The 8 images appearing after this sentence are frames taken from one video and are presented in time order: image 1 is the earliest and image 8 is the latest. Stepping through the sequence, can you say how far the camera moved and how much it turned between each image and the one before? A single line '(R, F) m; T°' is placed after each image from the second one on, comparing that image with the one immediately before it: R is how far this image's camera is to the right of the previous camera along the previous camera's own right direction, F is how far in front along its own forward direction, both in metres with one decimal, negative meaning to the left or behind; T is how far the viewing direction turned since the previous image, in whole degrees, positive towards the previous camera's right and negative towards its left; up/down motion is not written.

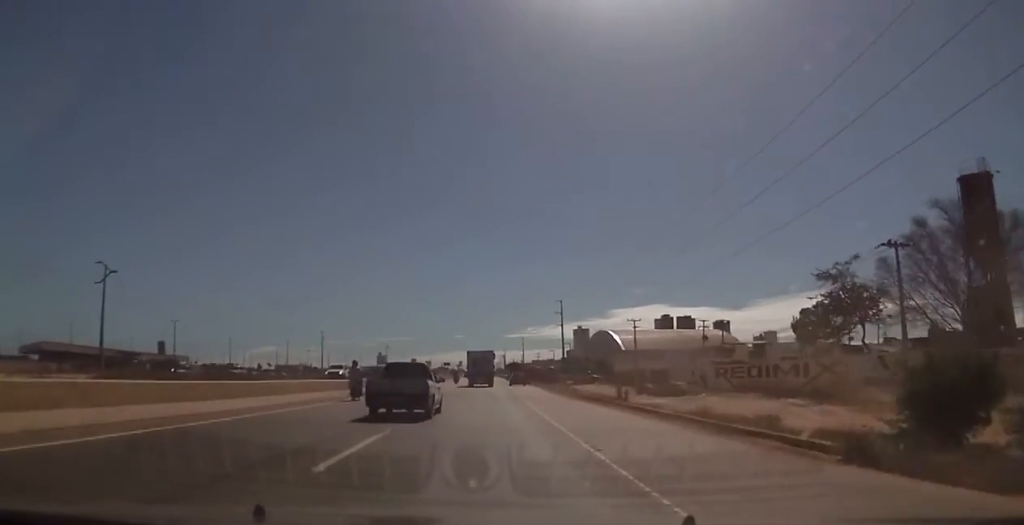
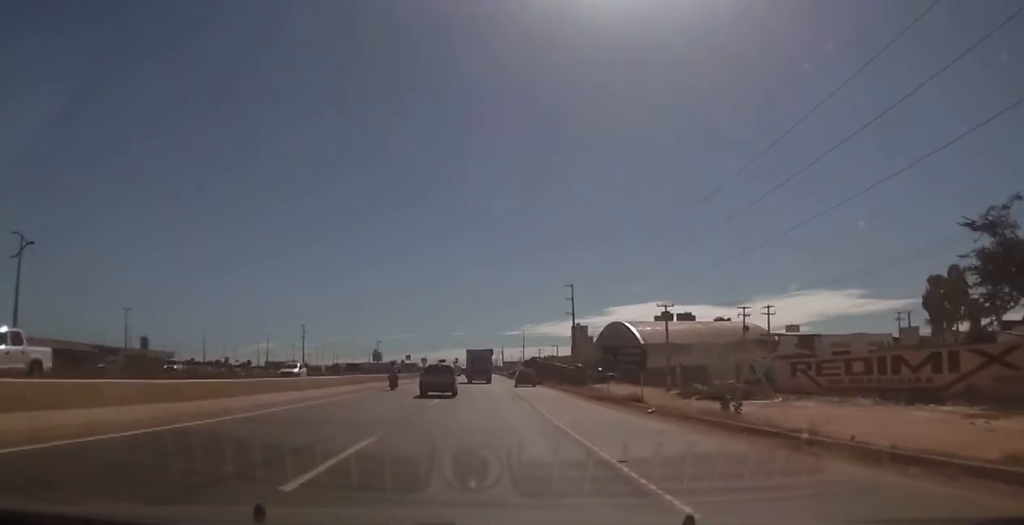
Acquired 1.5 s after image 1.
(+0.4, +18.3) m; 0°
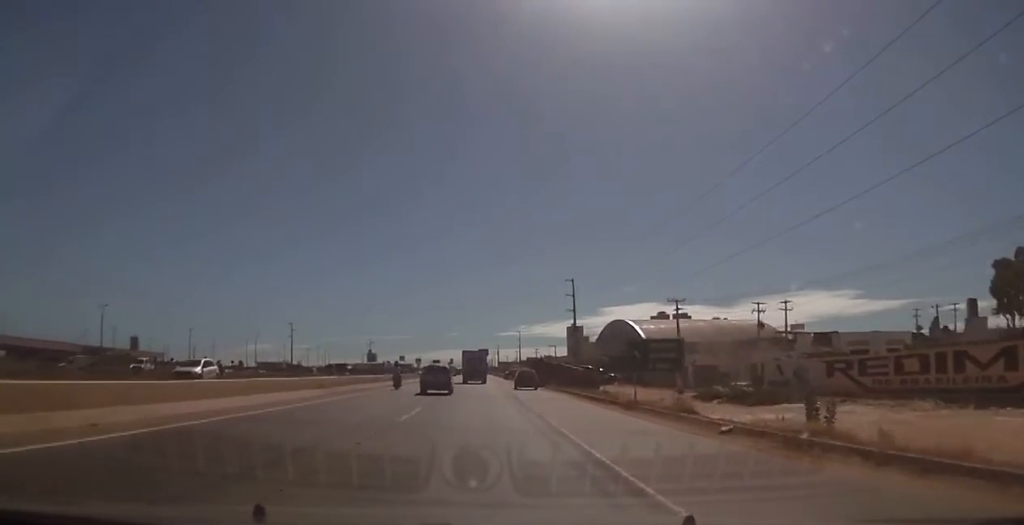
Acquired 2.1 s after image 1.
(-0.1, +6.7) m; -1°
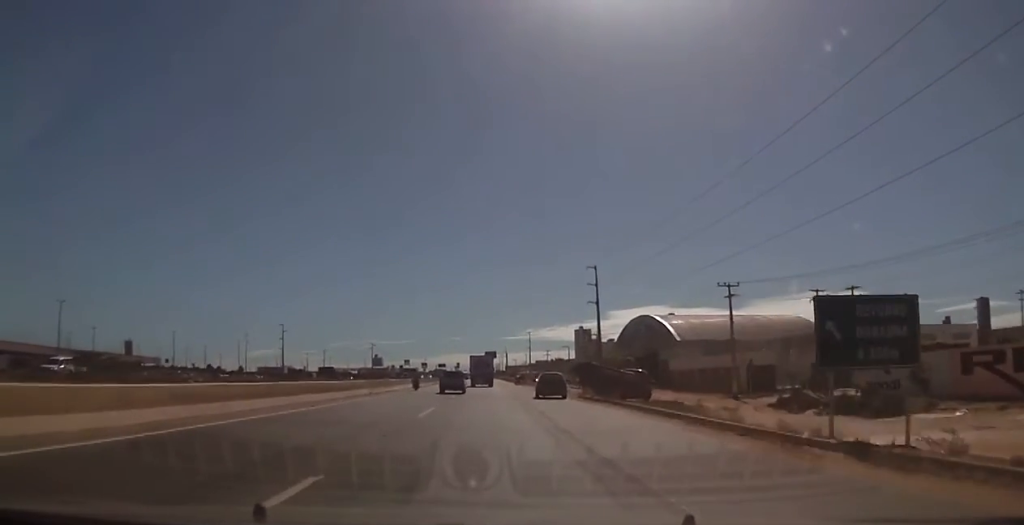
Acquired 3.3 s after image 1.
(-0.3, +14.2) m; 0°
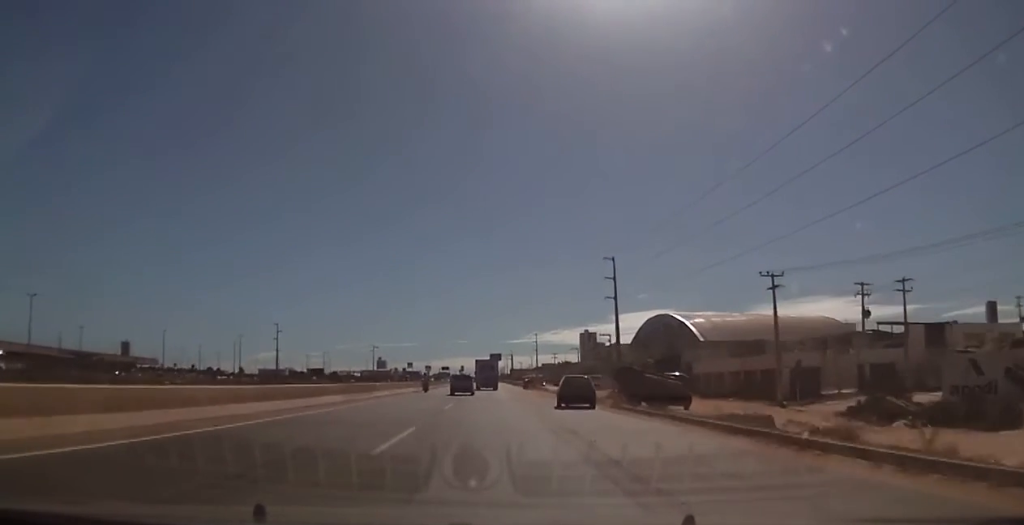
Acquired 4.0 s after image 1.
(0.0, +8.2) m; +1°
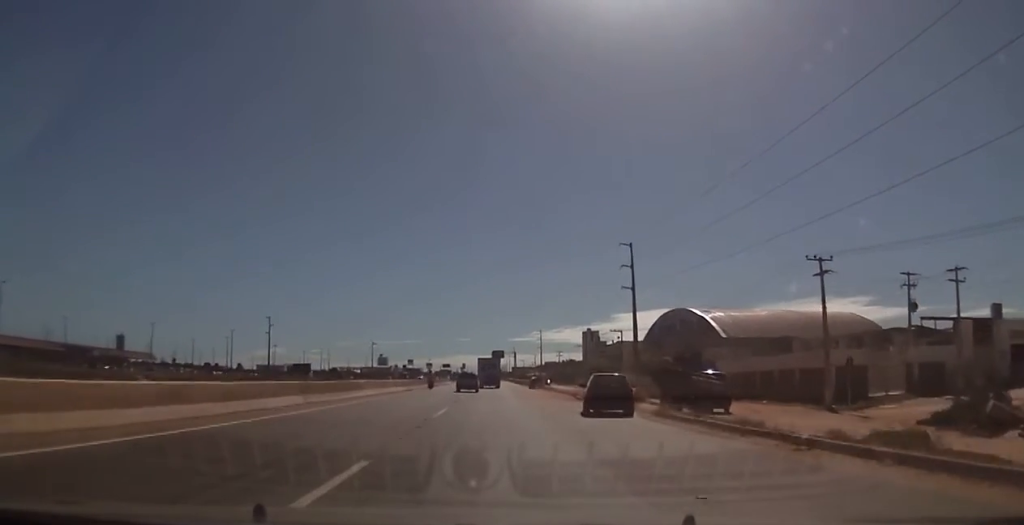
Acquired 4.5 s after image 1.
(+0.2, +7.4) m; 0°
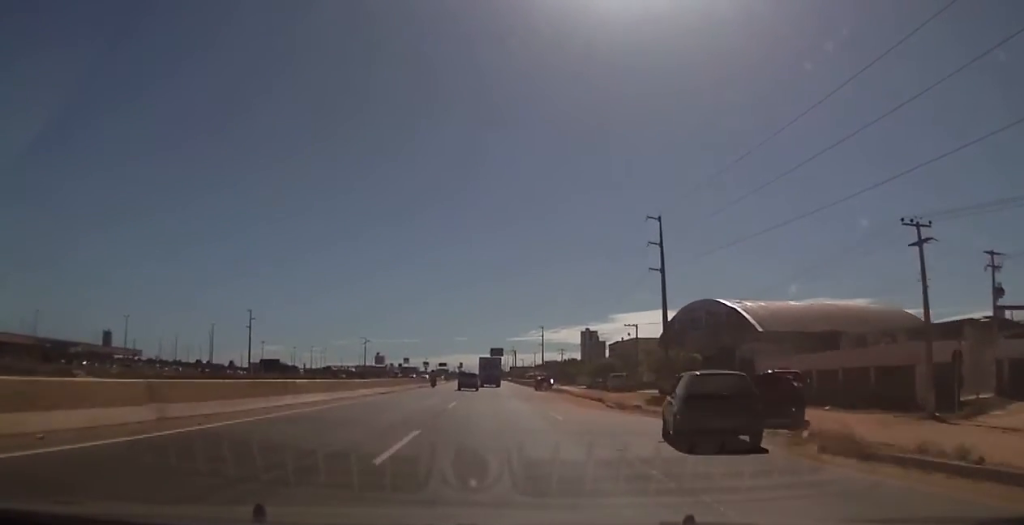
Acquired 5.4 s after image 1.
(-0.1, +11.4) m; -1°
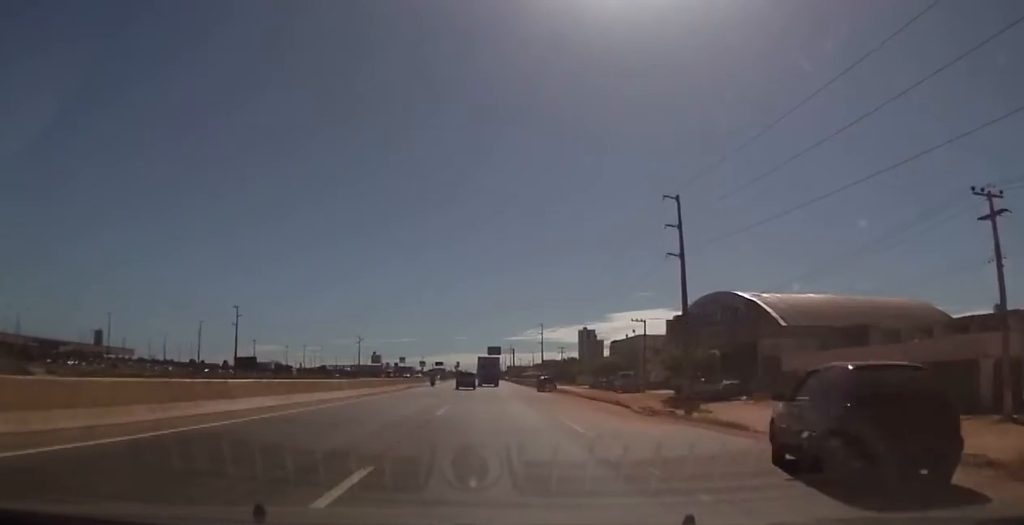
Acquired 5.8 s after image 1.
(-0.1, +6.0) m; -1°
